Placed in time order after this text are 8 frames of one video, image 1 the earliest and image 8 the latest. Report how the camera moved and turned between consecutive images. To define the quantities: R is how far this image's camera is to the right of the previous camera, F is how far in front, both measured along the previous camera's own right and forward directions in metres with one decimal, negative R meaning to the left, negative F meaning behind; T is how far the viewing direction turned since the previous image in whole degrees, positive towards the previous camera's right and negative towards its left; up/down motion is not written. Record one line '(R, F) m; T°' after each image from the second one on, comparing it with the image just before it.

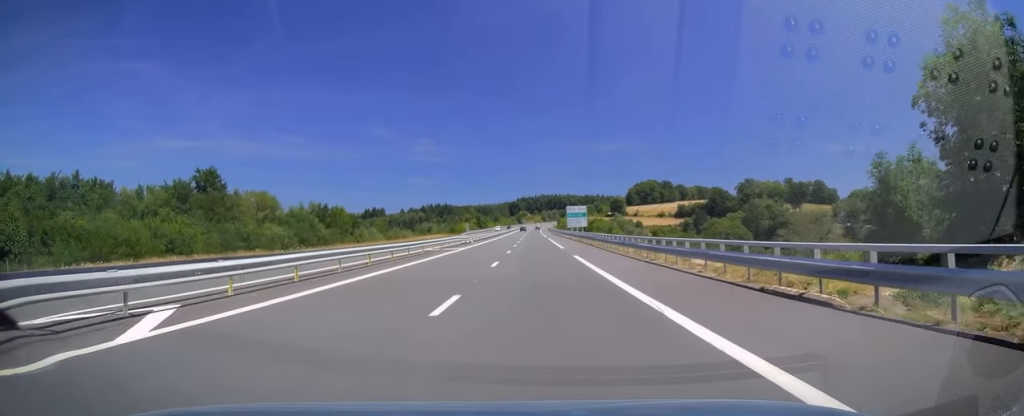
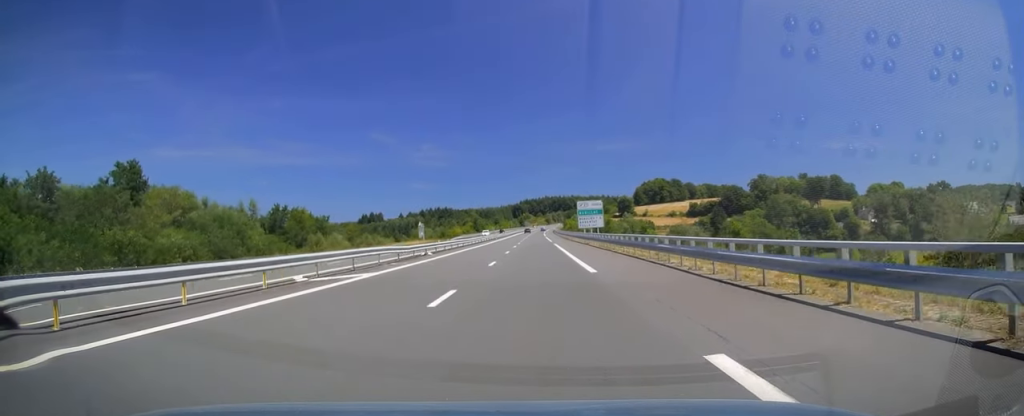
(0.0, +25.6) m; 0°
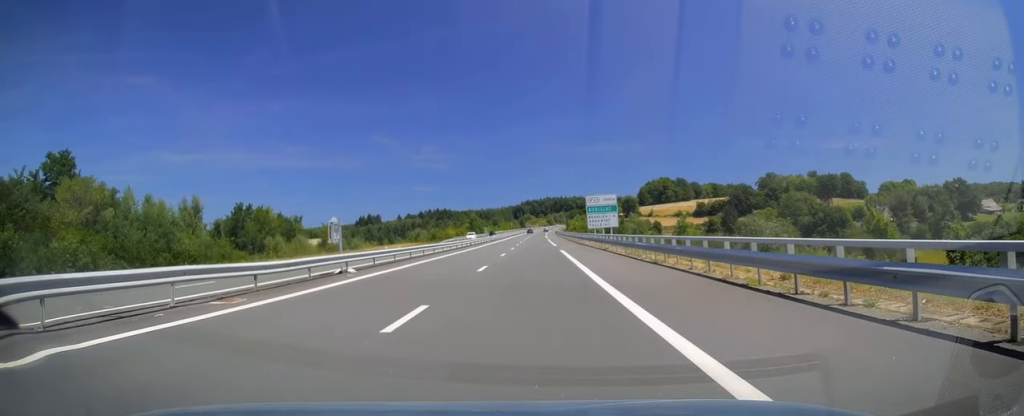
(0.0, +16.3) m; -1°
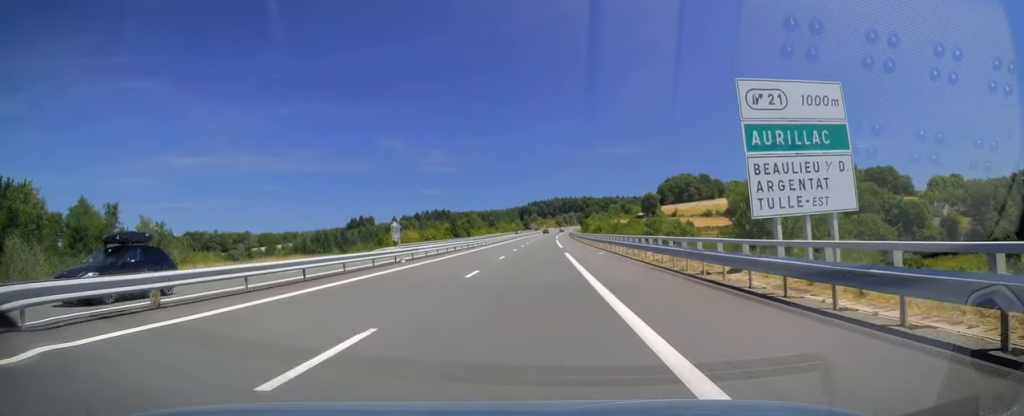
(-0.8, +56.5) m; -1°
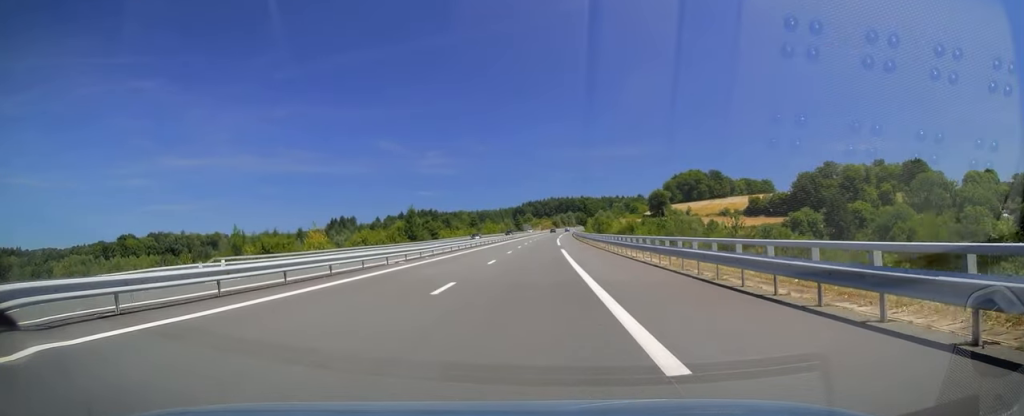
(+0.3, +45.4) m; 0°
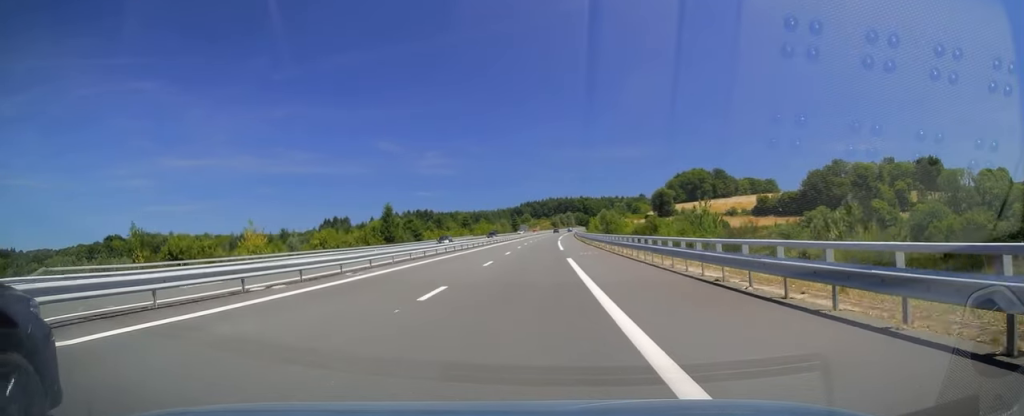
(-0.2, +14.7) m; 0°
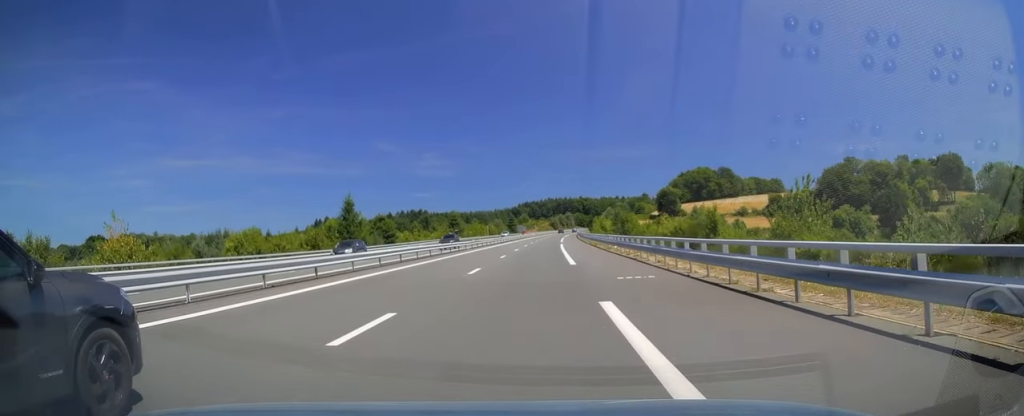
(-0.1, +18.6) m; 0°
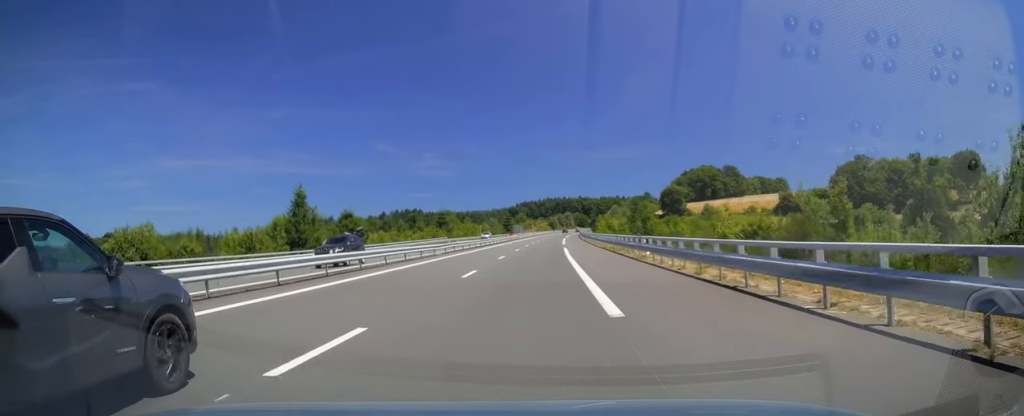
(-0.1, +15.1) m; 0°
